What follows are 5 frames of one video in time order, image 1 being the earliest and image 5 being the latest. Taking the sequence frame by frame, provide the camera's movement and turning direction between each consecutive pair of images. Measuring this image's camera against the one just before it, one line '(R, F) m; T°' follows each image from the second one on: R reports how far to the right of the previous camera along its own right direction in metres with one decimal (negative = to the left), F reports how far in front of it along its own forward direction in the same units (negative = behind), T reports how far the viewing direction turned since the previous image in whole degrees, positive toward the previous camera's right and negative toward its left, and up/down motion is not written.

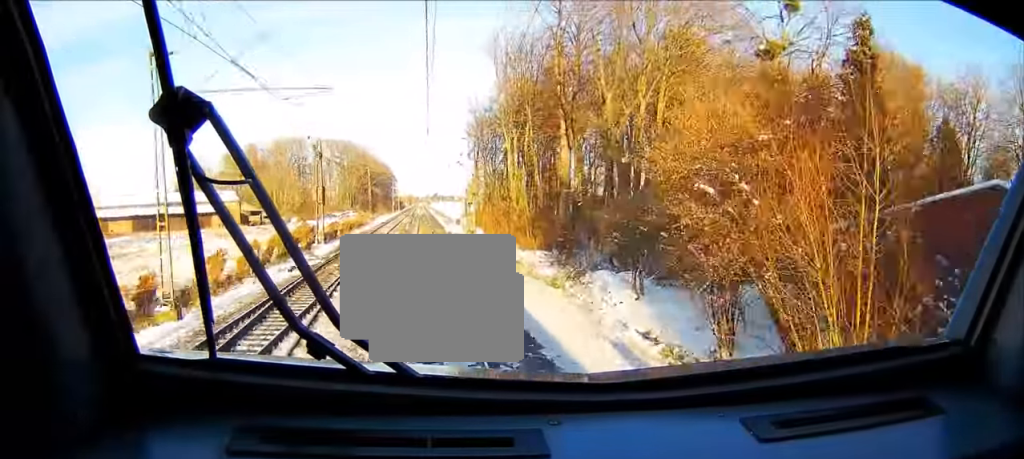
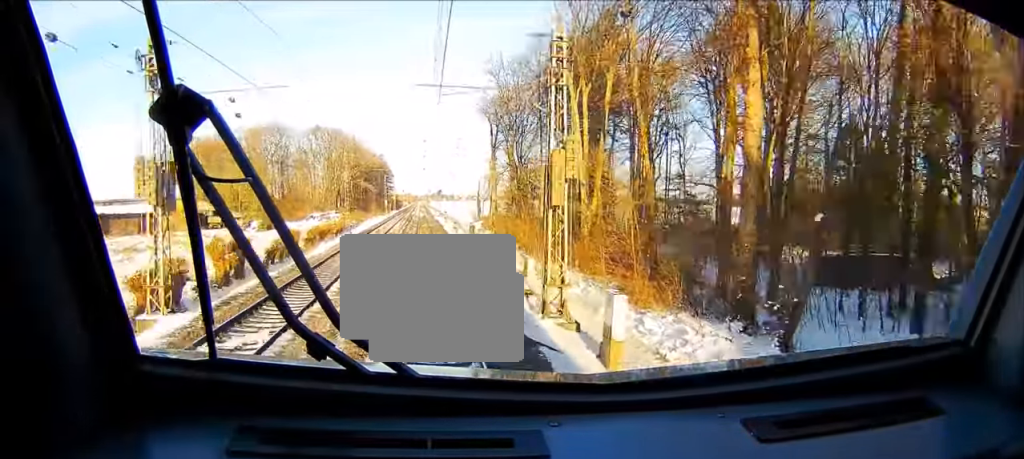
(-0.1, +33.5) m; 0°
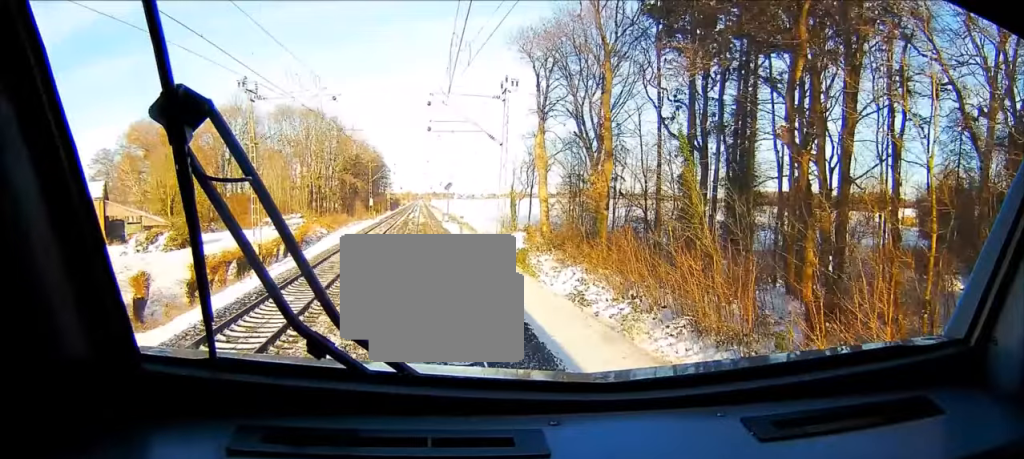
(-0.1, +41.2) m; 0°
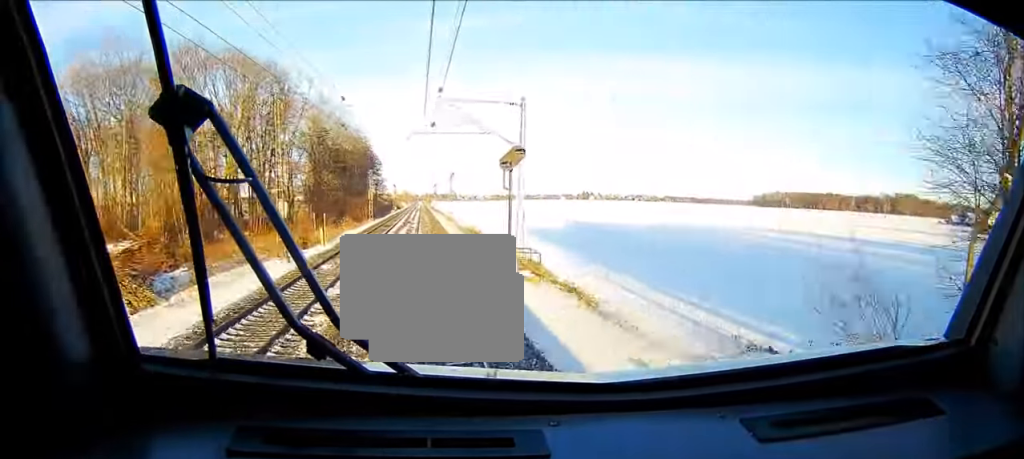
(0.0, +63.3) m; 0°
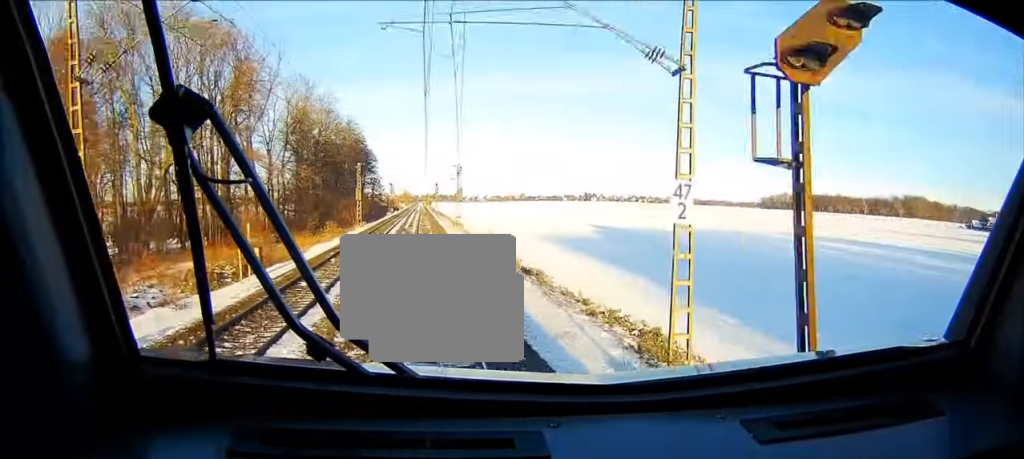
(-0.1, +22.0) m; 0°
